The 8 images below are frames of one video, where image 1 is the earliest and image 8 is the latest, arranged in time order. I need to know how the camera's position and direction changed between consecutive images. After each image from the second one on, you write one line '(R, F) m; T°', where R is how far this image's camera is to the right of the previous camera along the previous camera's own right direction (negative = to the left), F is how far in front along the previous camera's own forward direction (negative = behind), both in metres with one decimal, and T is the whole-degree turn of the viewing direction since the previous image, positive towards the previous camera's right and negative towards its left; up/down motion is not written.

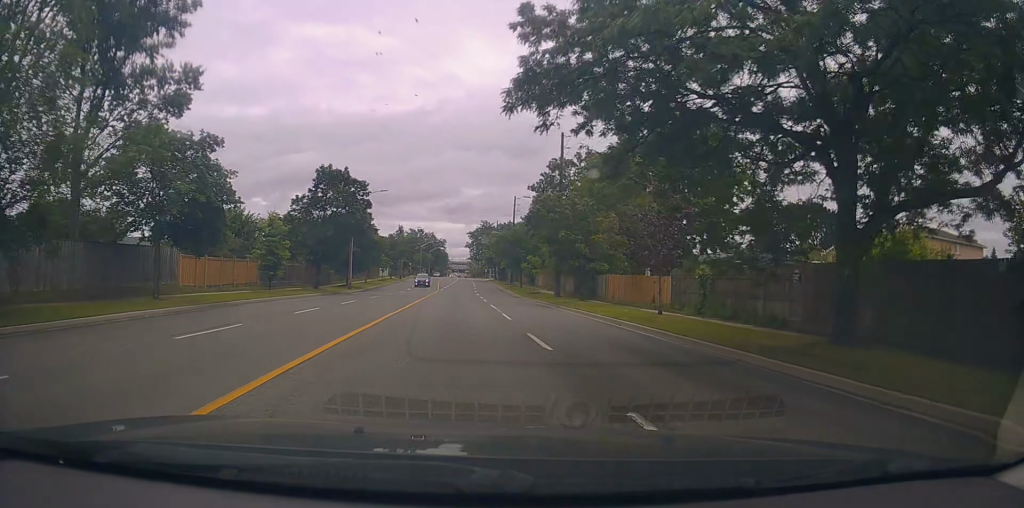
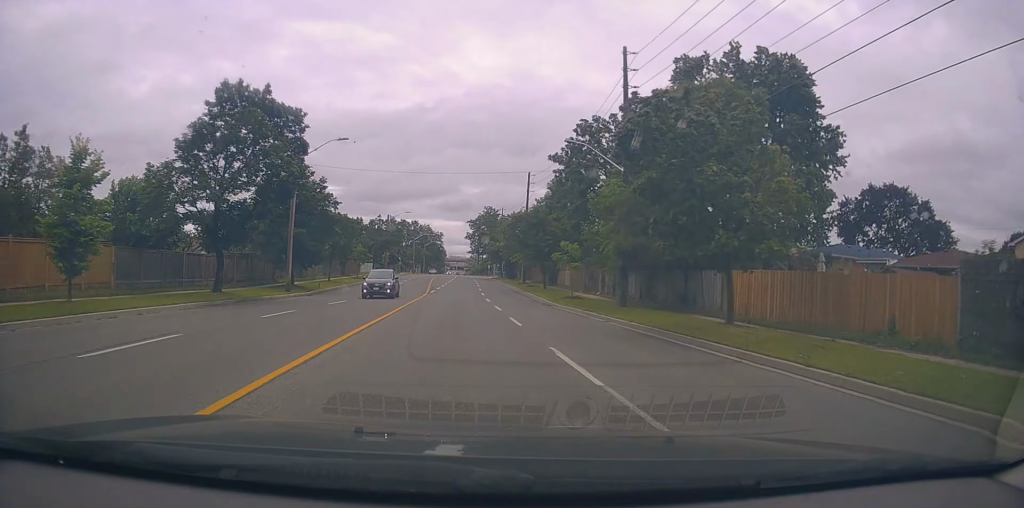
(+0.6, +19.7) m; 0°
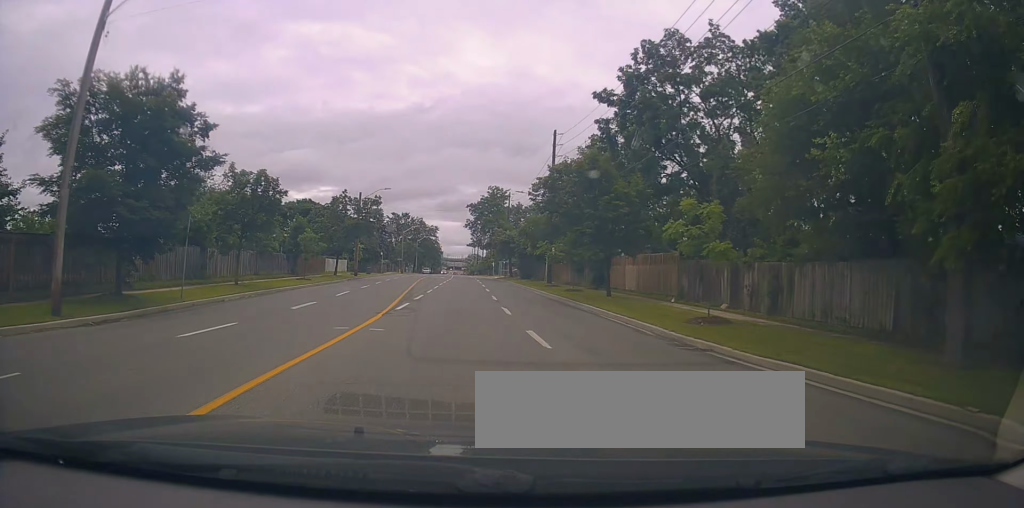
(-0.4, +22.0) m; 0°
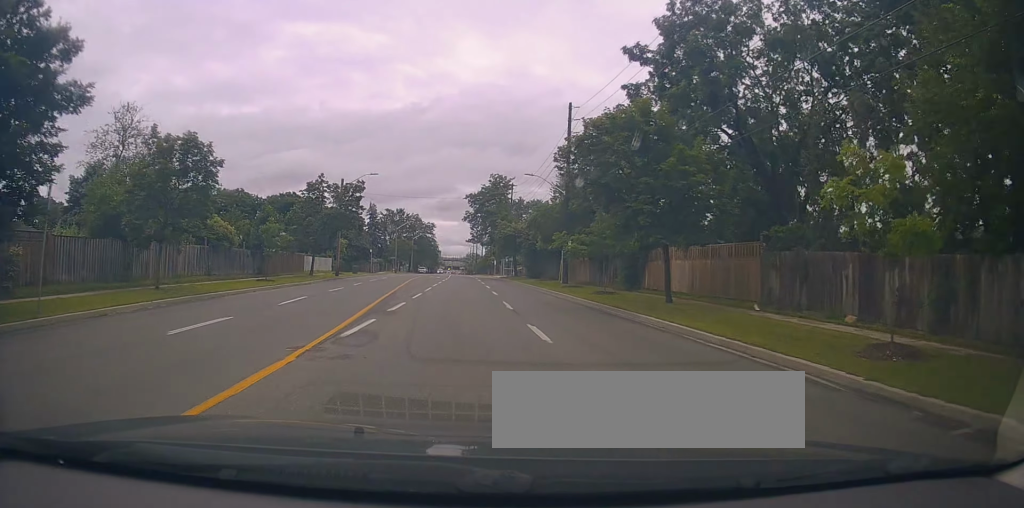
(+0.2, +8.6) m; +1°
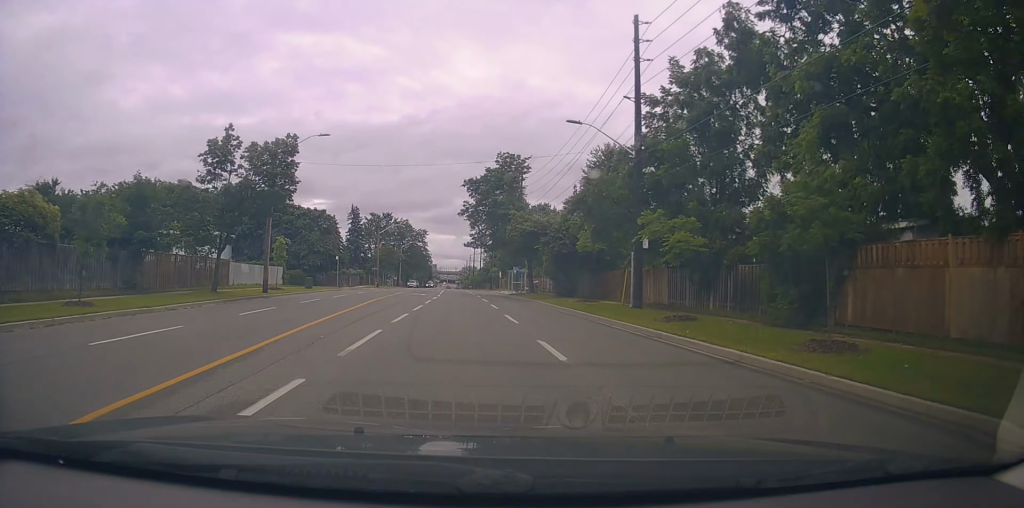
(+0.4, +18.9) m; 0°
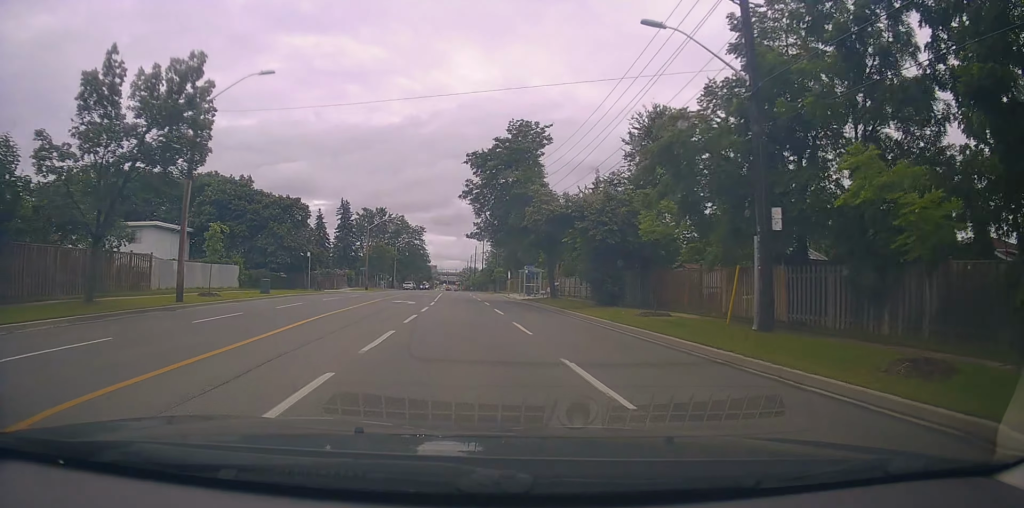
(-0.2, +11.2) m; -1°
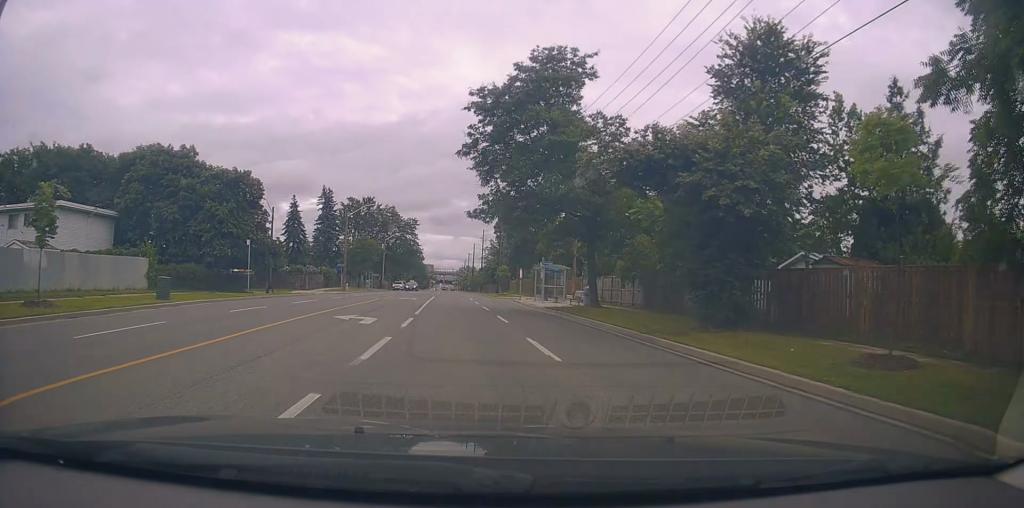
(-0.2, +13.1) m; 0°
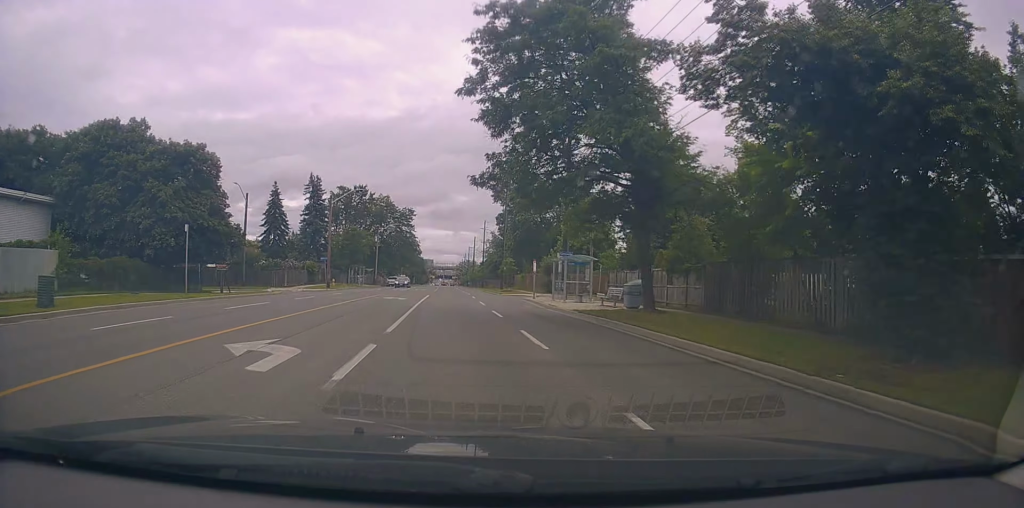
(0.0, +8.0) m; +1°
